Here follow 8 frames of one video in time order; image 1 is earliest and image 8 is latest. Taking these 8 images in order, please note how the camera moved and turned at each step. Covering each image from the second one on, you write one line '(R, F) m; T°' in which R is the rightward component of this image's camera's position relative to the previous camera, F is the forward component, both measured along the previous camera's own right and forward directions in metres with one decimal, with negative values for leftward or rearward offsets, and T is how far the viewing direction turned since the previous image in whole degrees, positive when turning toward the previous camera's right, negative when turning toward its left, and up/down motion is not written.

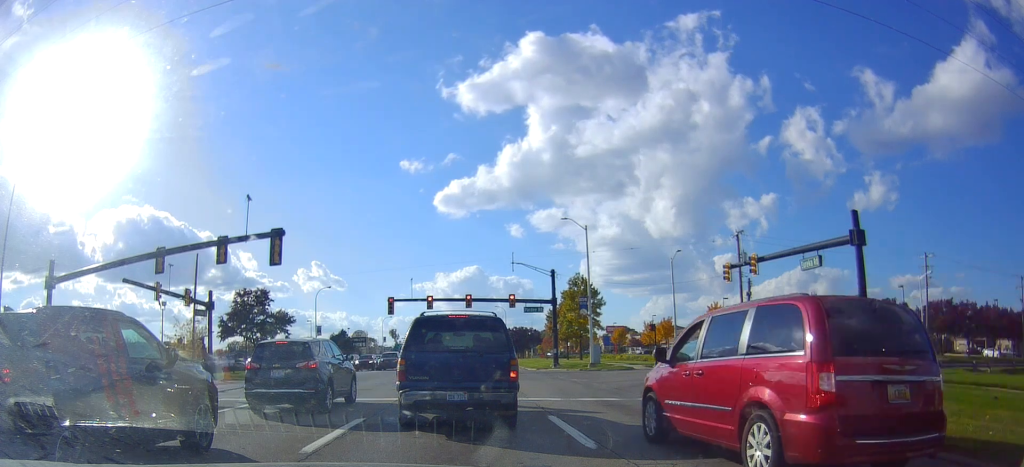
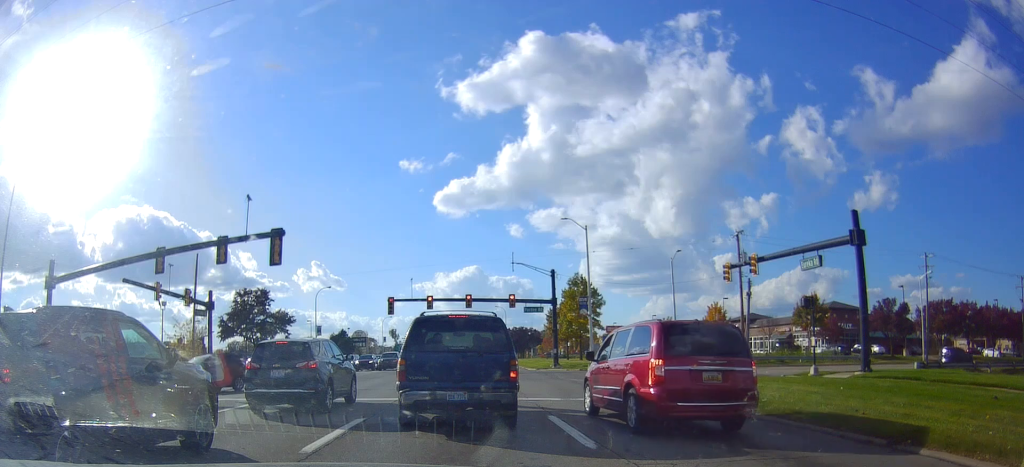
(0.0, 0.0) m; 0°
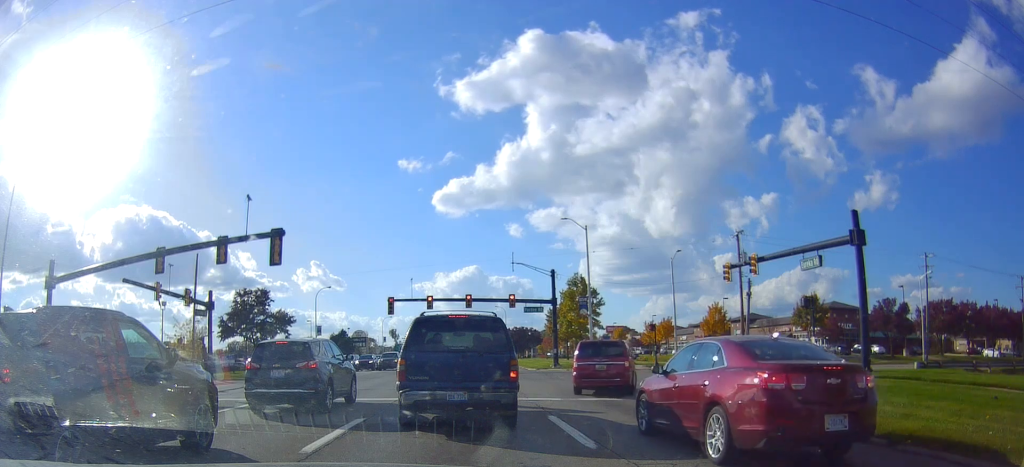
(0.0, 0.0) m; 0°
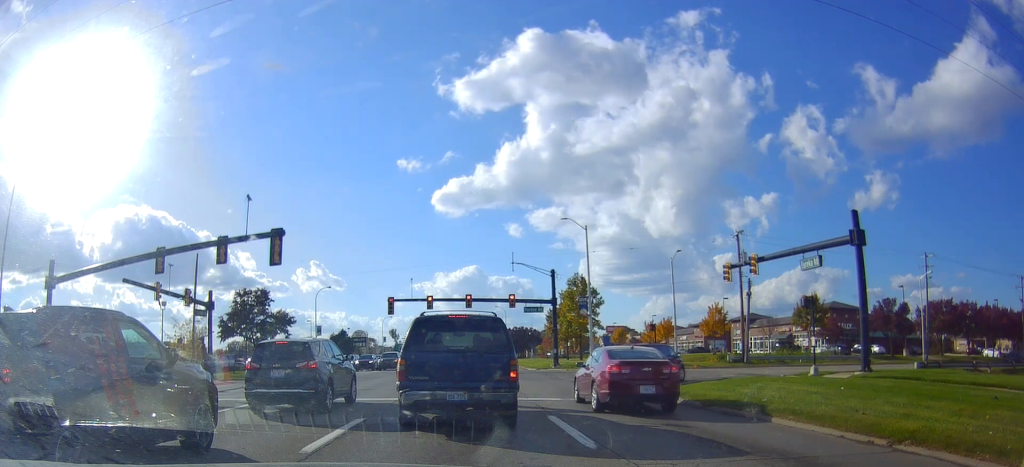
(0.0, 0.0) m; 0°
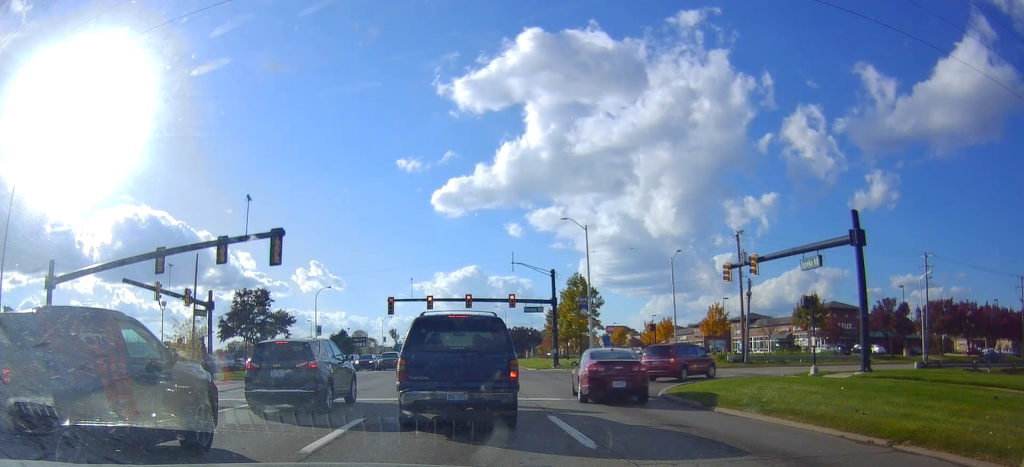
(0.0, 0.0) m; 0°
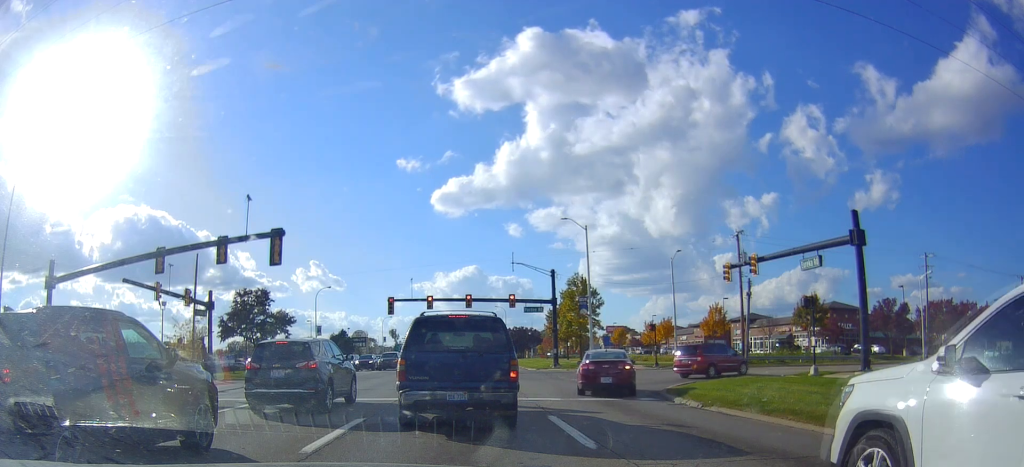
(0.0, 0.0) m; 0°
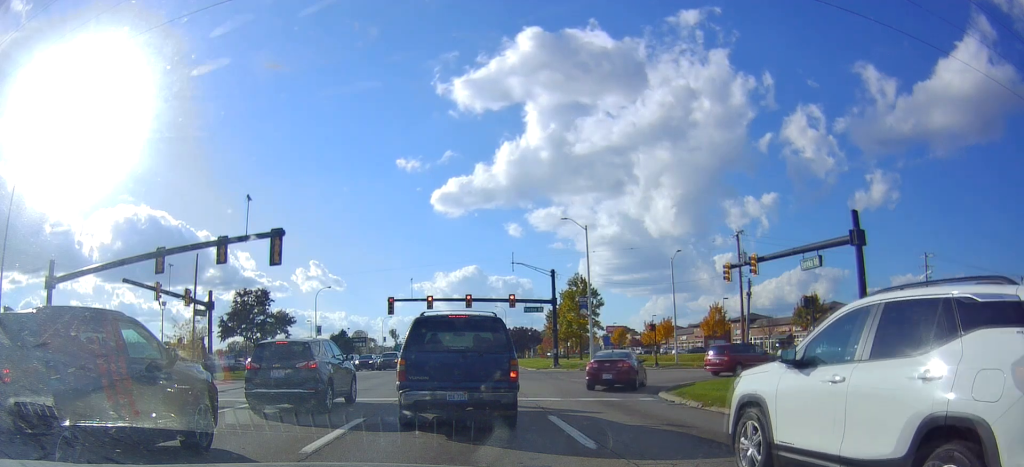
(0.0, 0.0) m; 0°
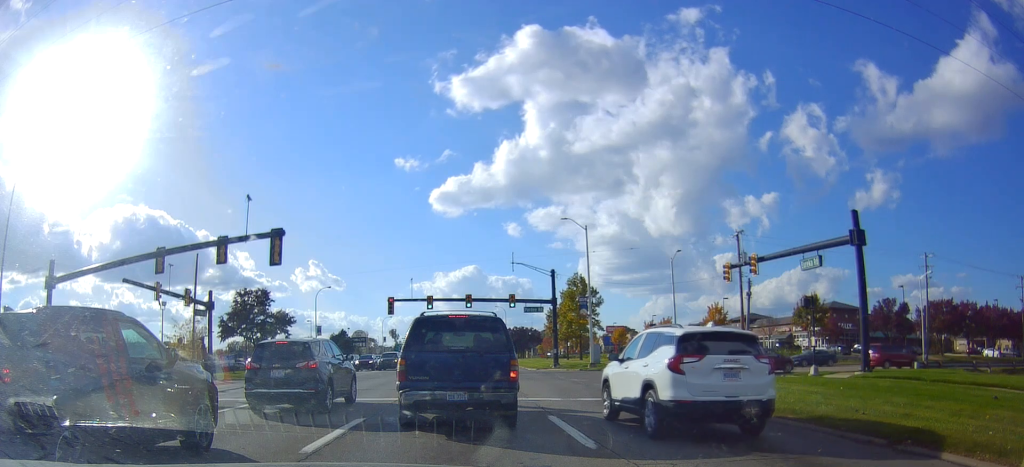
(0.0, 0.0) m; 0°
